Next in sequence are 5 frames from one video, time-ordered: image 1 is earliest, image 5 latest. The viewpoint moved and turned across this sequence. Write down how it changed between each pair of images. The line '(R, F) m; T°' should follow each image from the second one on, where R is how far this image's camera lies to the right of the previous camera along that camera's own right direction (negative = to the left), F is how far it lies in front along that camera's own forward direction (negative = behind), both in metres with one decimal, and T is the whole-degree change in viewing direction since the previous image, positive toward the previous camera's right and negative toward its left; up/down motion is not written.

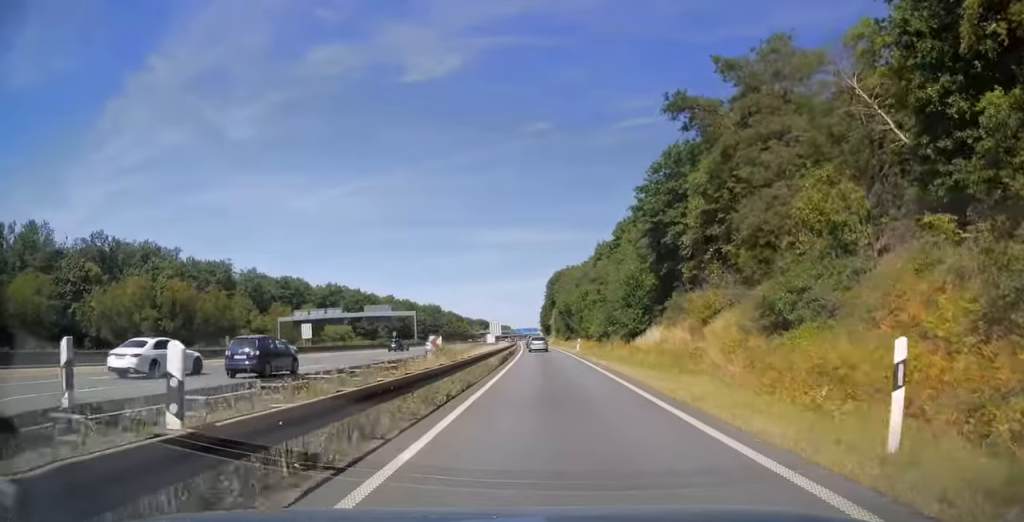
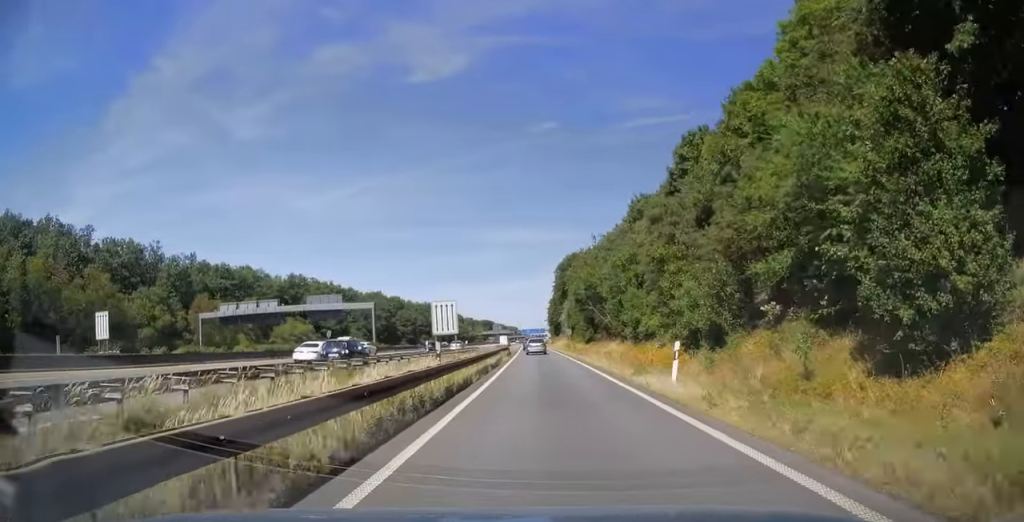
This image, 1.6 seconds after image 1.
(0.0, +37.3) m; -1°
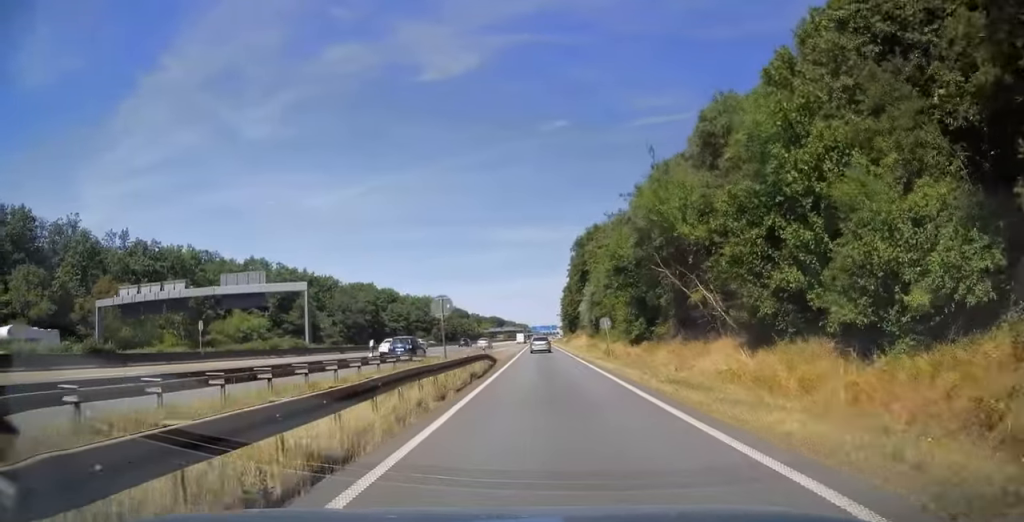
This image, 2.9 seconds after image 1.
(-0.4, +31.2) m; -2°
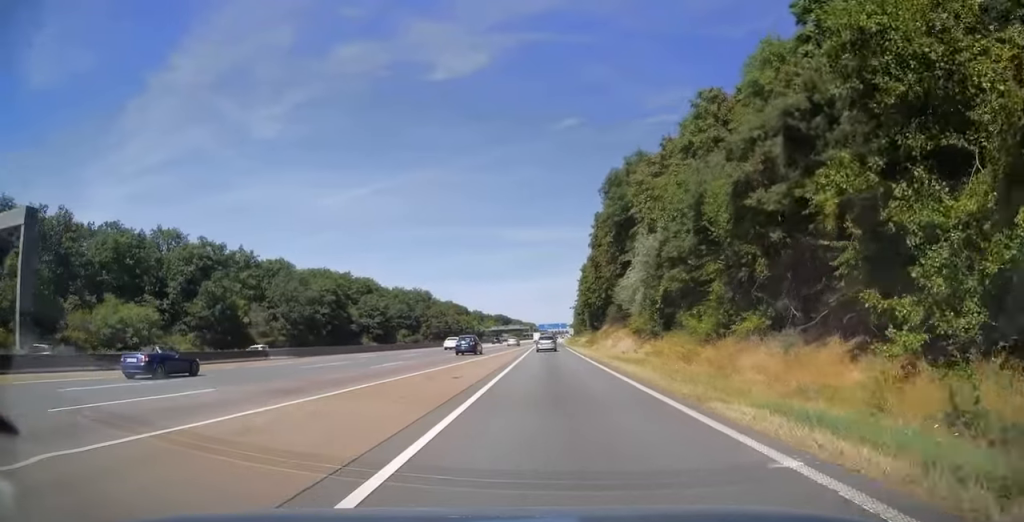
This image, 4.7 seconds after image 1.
(-0.4, +40.4) m; -1°
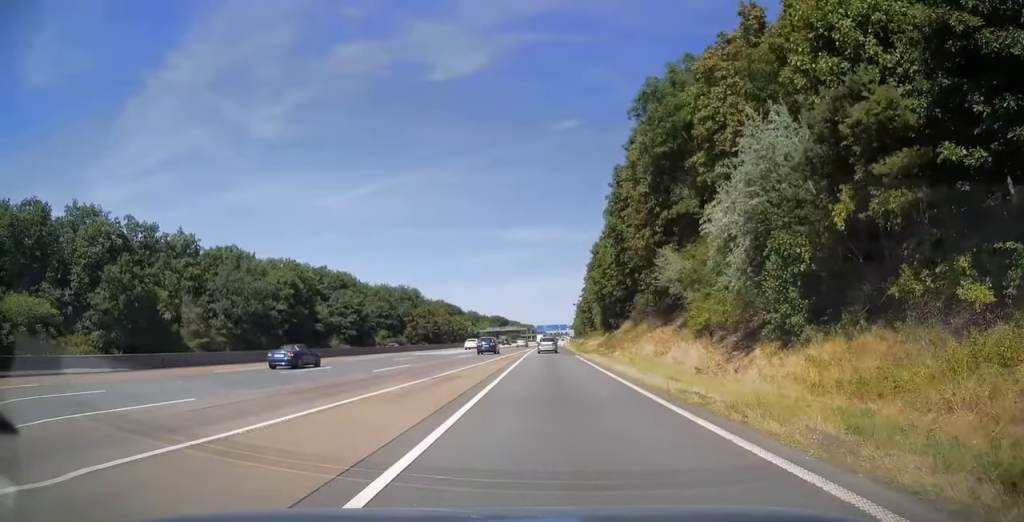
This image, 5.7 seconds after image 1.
(0.0, +22.7) m; 0°
